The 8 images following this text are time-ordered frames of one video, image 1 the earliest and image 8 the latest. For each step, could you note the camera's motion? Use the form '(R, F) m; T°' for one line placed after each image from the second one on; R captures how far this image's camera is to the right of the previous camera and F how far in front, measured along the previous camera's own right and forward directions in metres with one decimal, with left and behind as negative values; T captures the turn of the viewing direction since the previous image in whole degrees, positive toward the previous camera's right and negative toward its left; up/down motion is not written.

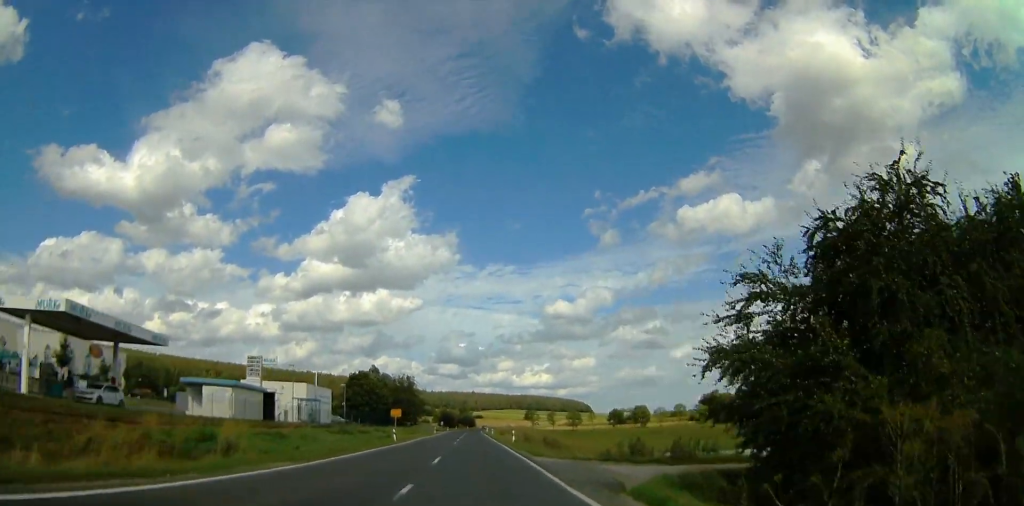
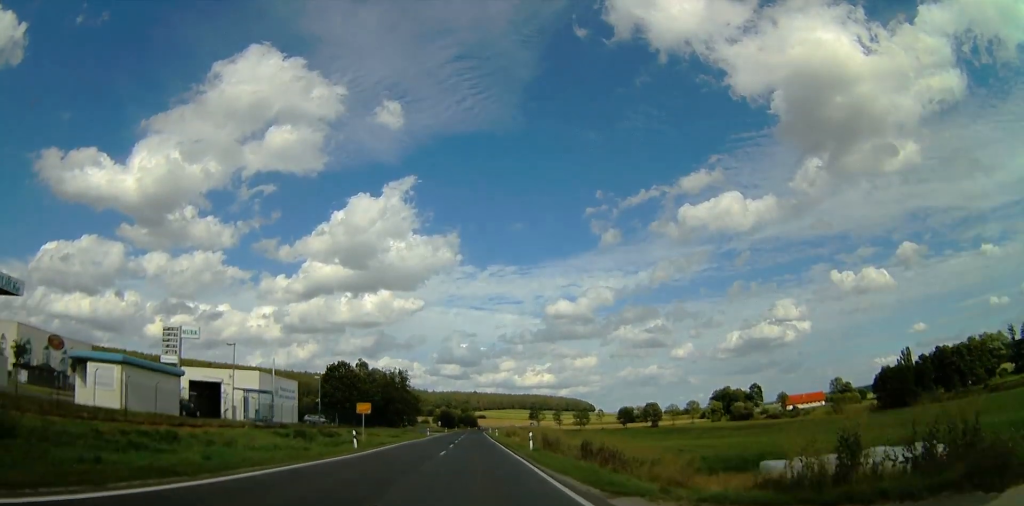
(-0.2, +14.9) m; -1°
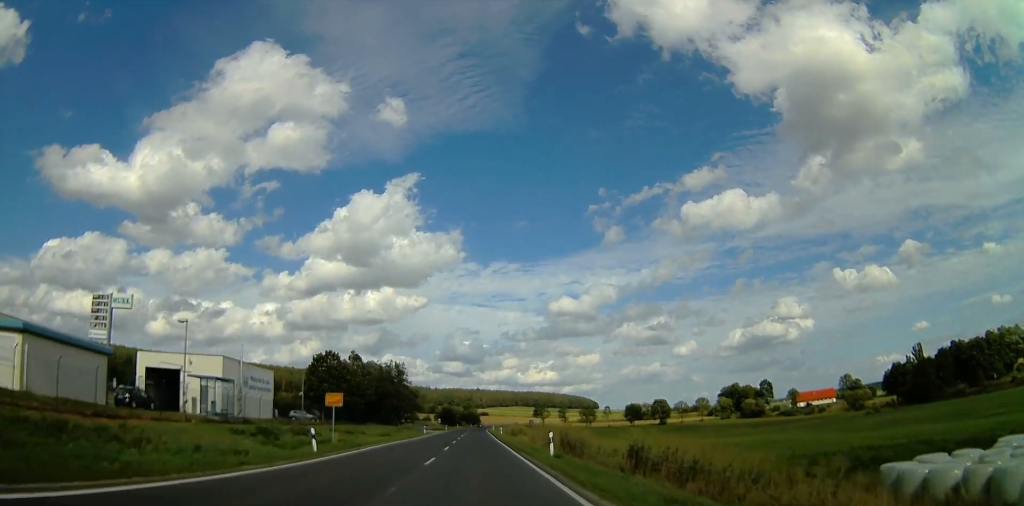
(0.0, +8.0) m; 0°
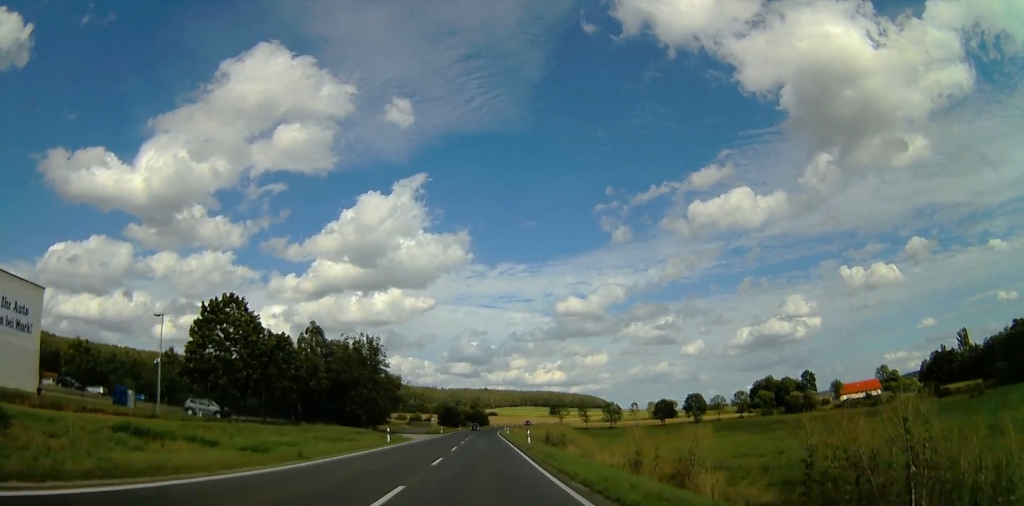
(0.0, +31.9) m; -1°
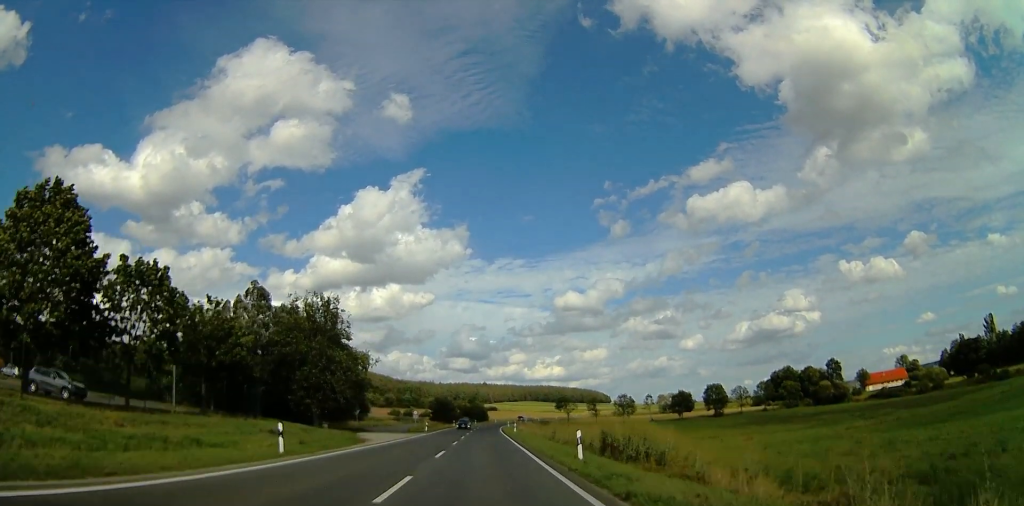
(-0.4, +20.9) m; -1°
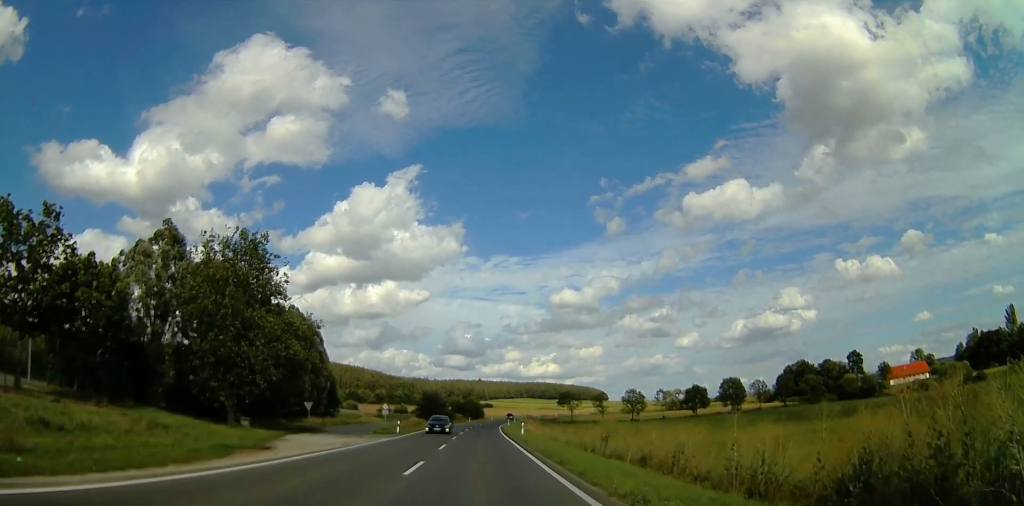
(0.0, +18.3) m; +1°
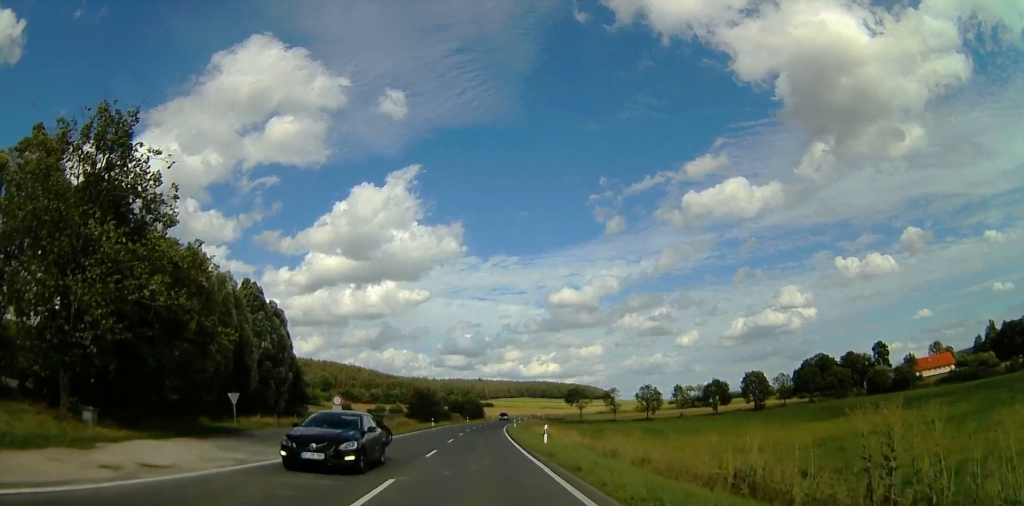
(+0.2, +16.9) m; +1°
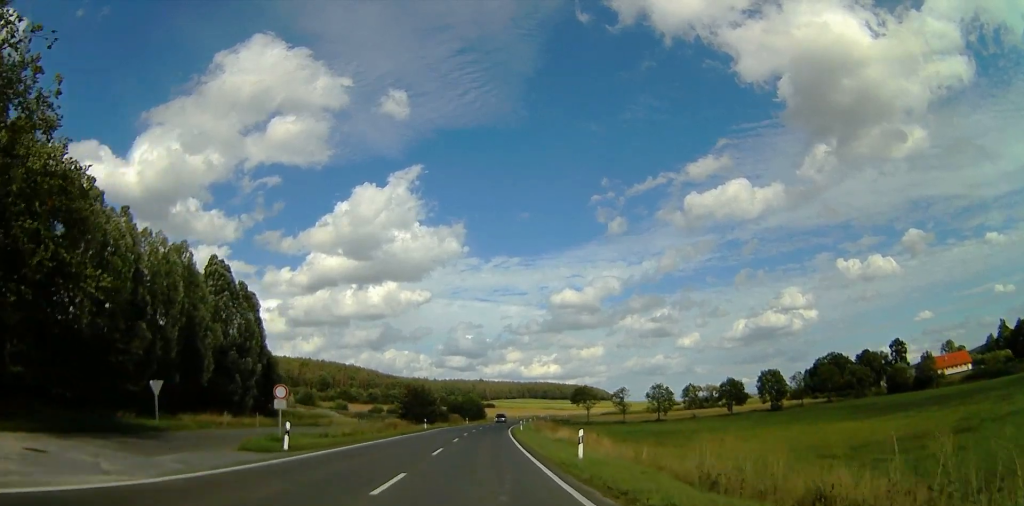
(+0.1, +10.1) m; 0°
